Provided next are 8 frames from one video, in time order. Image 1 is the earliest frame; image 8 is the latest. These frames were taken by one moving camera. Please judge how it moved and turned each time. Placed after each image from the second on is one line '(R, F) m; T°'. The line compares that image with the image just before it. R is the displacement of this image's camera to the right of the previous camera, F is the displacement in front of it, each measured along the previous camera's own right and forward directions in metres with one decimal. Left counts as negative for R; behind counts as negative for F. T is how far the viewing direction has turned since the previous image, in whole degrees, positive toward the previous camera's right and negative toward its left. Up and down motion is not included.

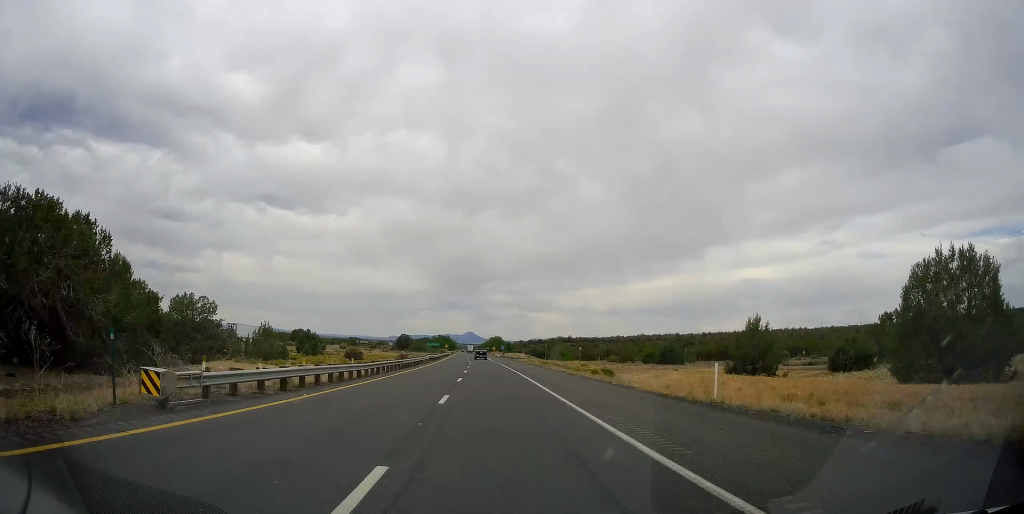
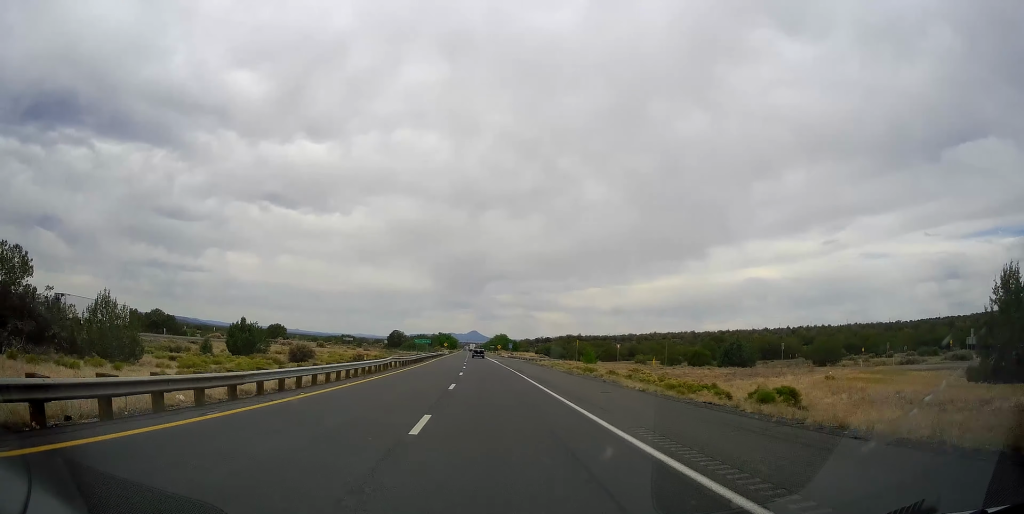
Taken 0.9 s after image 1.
(0.0, +30.6) m; 0°
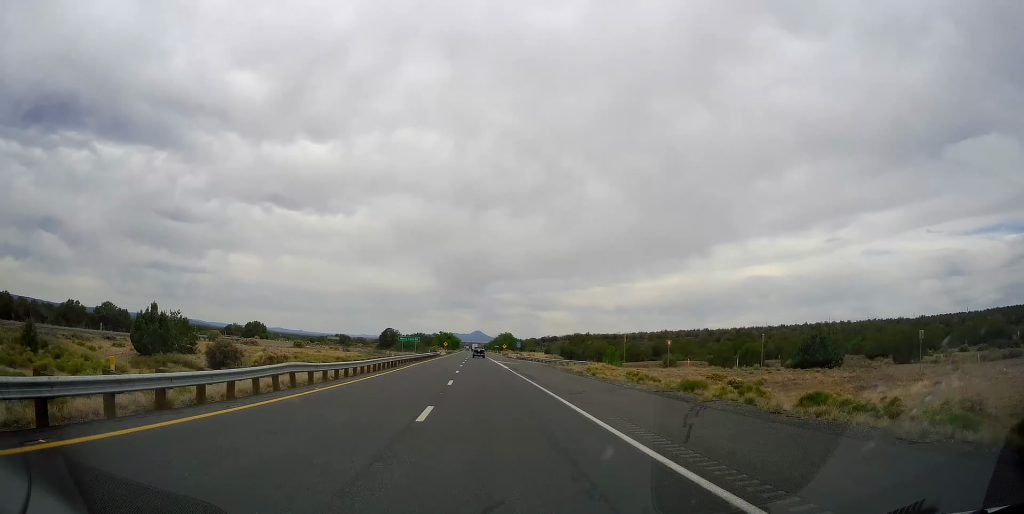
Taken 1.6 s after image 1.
(0.0, +22.7) m; 0°
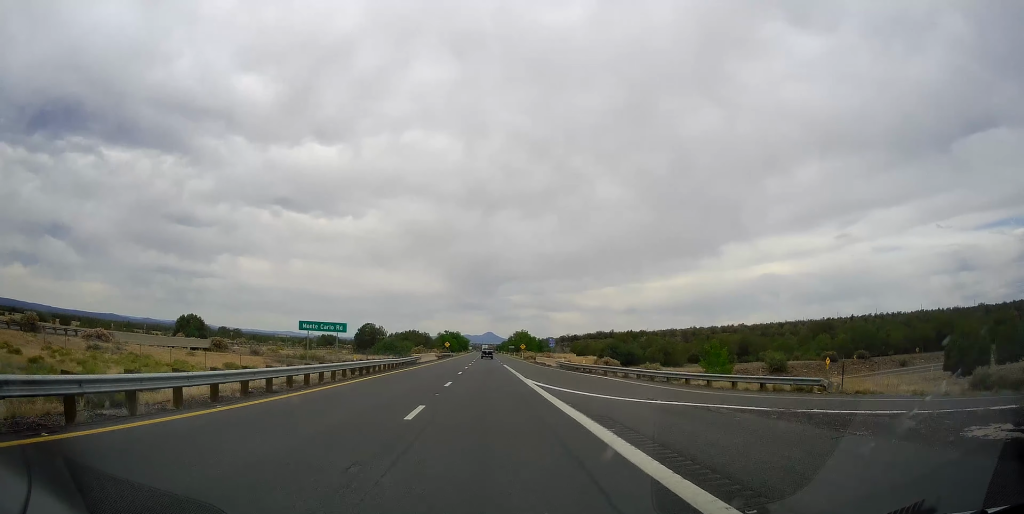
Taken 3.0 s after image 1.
(-0.6, +48.6) m; -1°
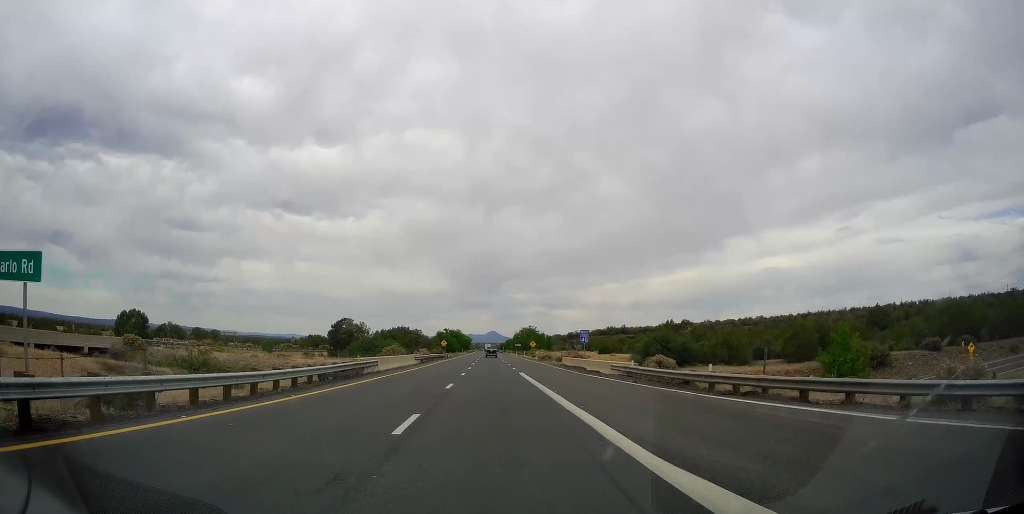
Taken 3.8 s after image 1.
(-0.1, +26.0) m; -1°
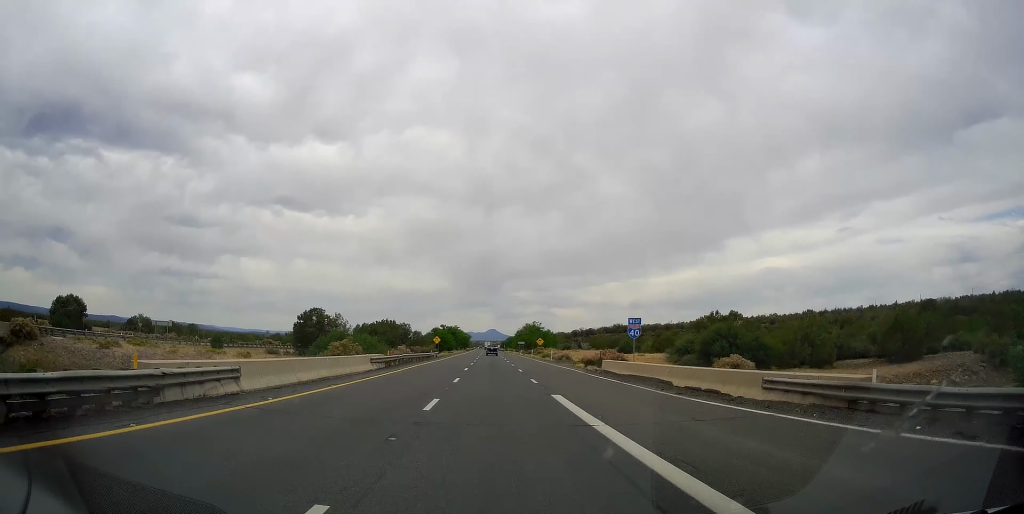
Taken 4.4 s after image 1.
(0.0, +20.3) m; -1°
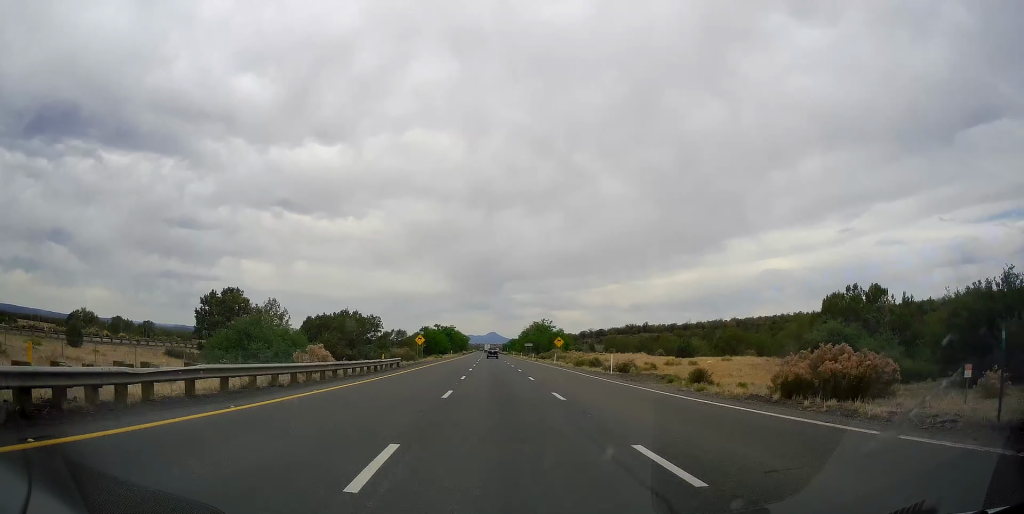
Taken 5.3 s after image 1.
(-0.4, +32.7) m; -1°
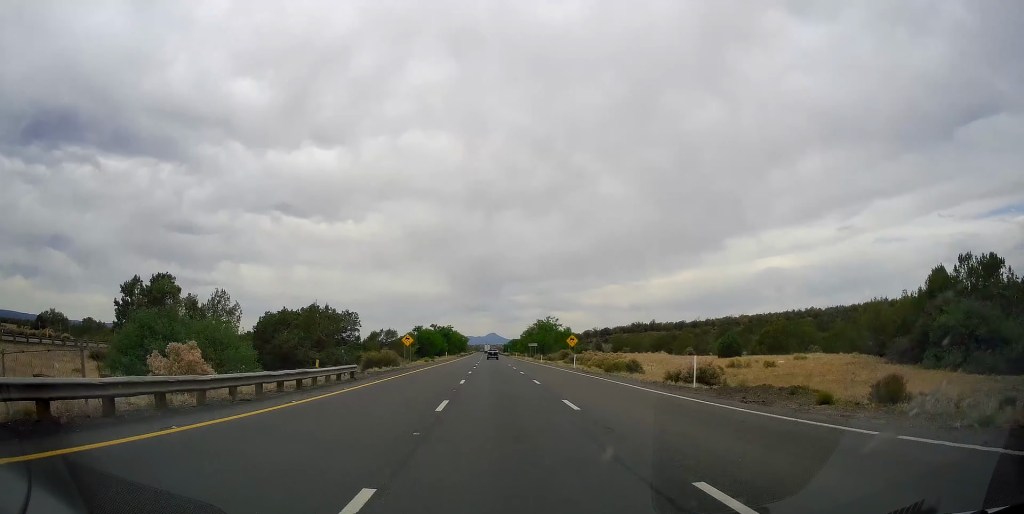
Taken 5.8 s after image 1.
(0.0, +14.6) m; 0°
